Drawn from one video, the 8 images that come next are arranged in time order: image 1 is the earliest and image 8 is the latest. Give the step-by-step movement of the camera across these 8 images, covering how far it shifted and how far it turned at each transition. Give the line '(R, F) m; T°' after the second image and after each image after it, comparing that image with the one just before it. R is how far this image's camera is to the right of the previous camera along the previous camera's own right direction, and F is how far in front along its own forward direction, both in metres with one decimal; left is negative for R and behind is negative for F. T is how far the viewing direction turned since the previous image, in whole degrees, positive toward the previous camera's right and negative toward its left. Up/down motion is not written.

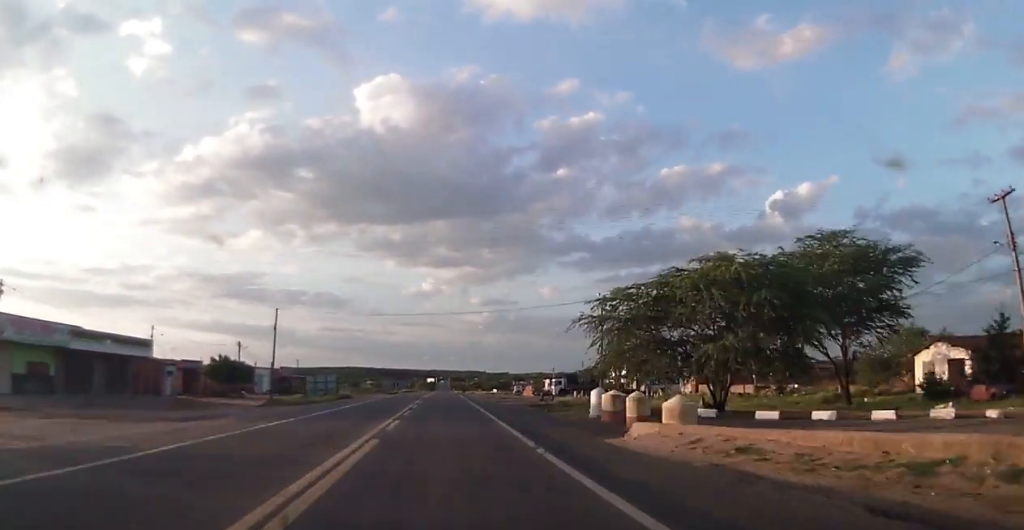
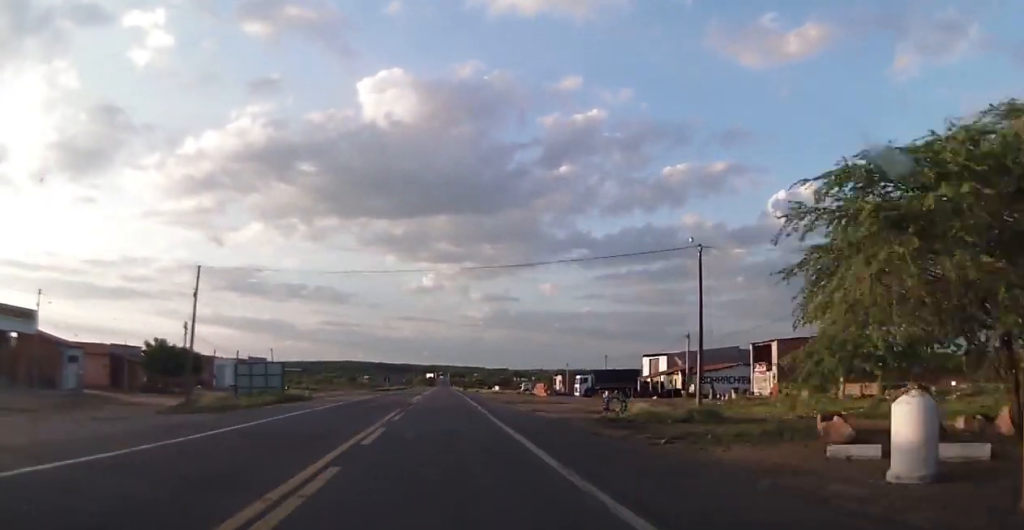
(0.0, +21.9) m; 0°
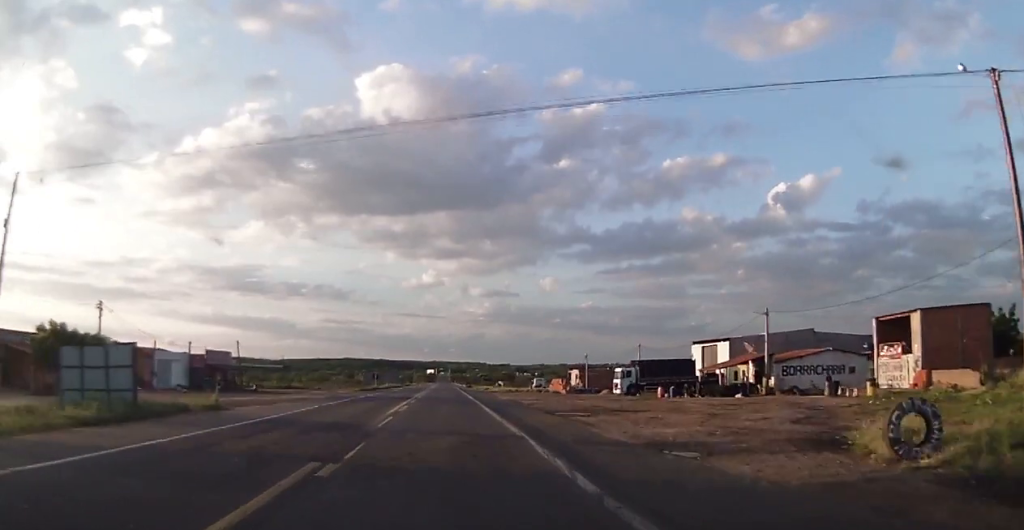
(-0.1, +18.2) m; -1°
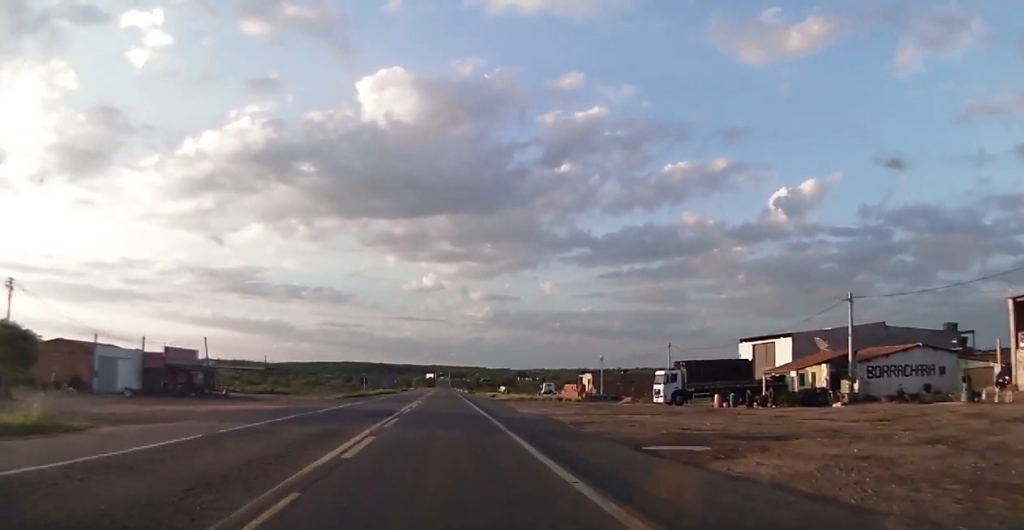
(-0.1, +12.1) m; 0°
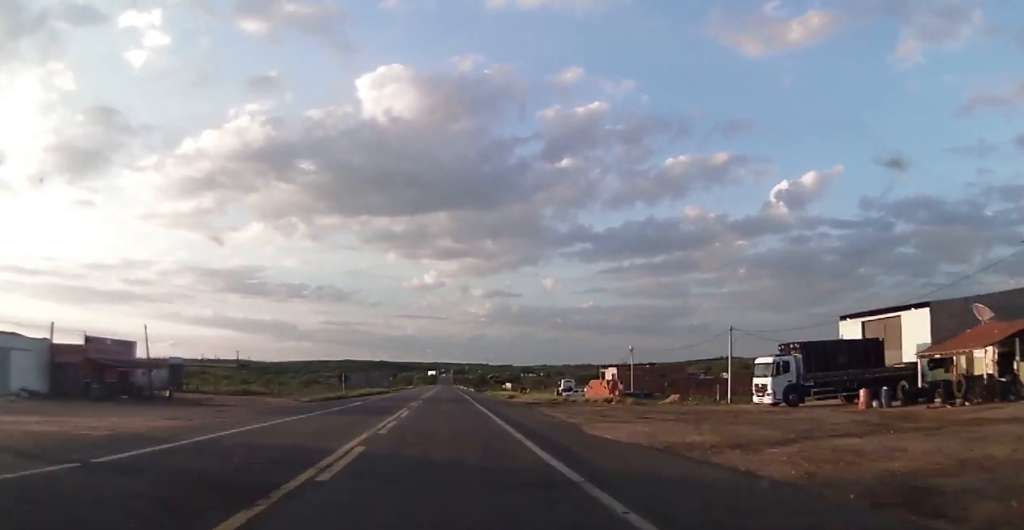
(0.0, +16.9) m; +1°
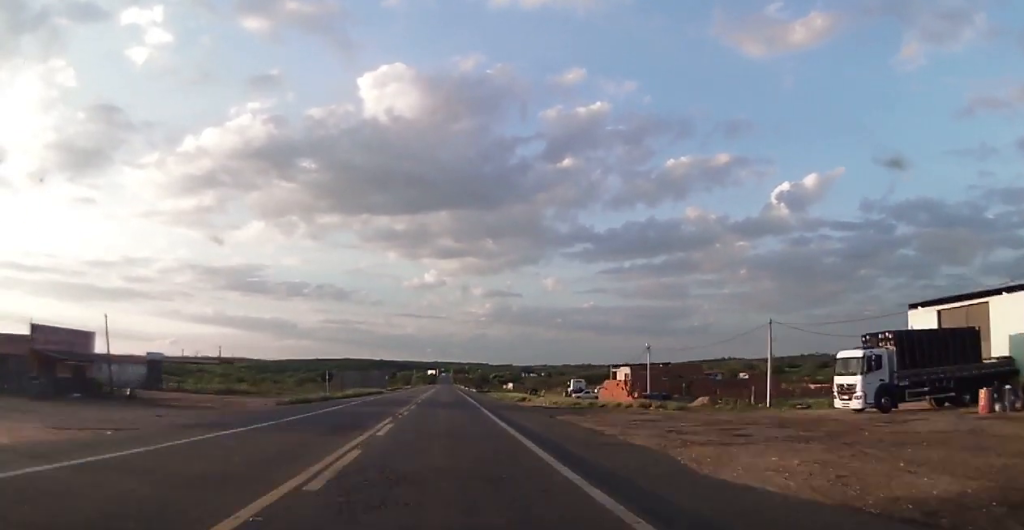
(0.0, +8.1) m; 0°
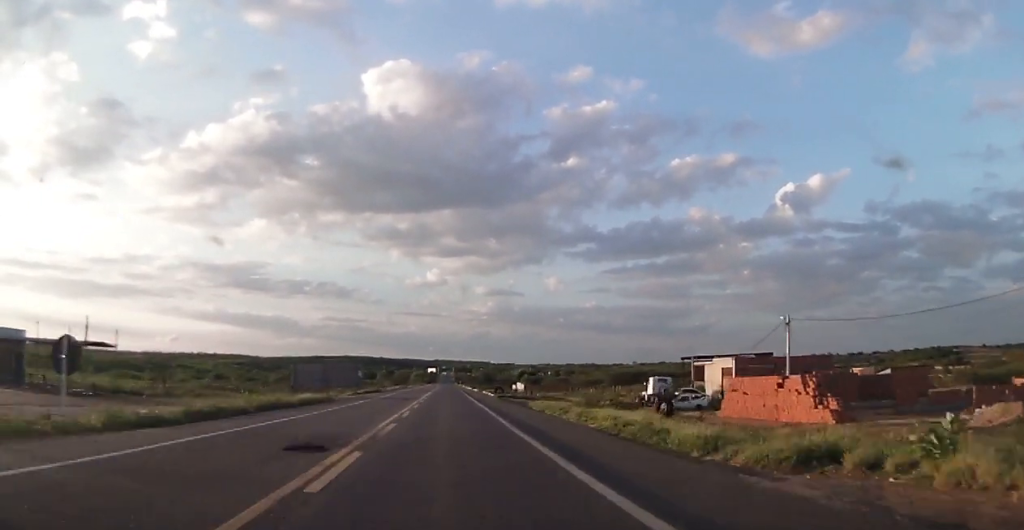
(-0.9, +37.9) m; -1°
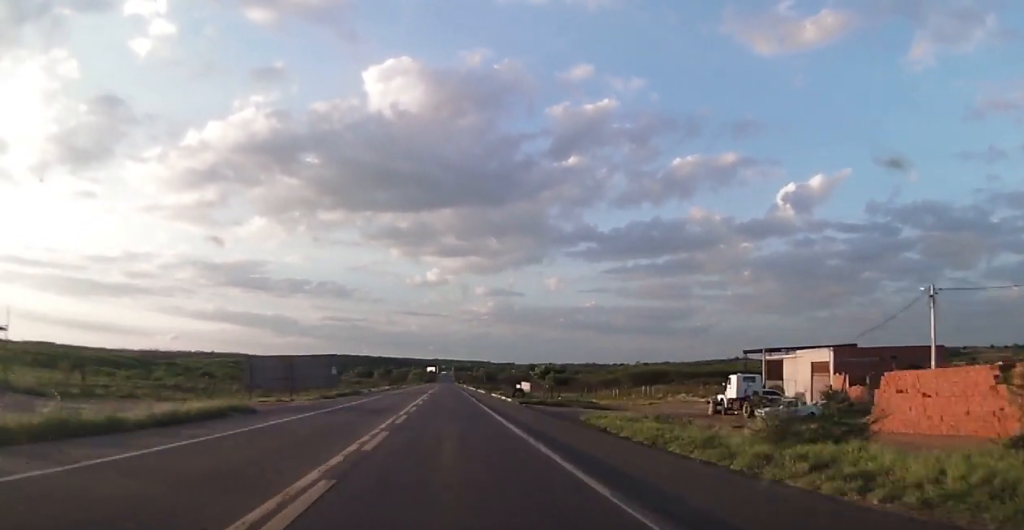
(+0.9, +18.4) m; 0°
